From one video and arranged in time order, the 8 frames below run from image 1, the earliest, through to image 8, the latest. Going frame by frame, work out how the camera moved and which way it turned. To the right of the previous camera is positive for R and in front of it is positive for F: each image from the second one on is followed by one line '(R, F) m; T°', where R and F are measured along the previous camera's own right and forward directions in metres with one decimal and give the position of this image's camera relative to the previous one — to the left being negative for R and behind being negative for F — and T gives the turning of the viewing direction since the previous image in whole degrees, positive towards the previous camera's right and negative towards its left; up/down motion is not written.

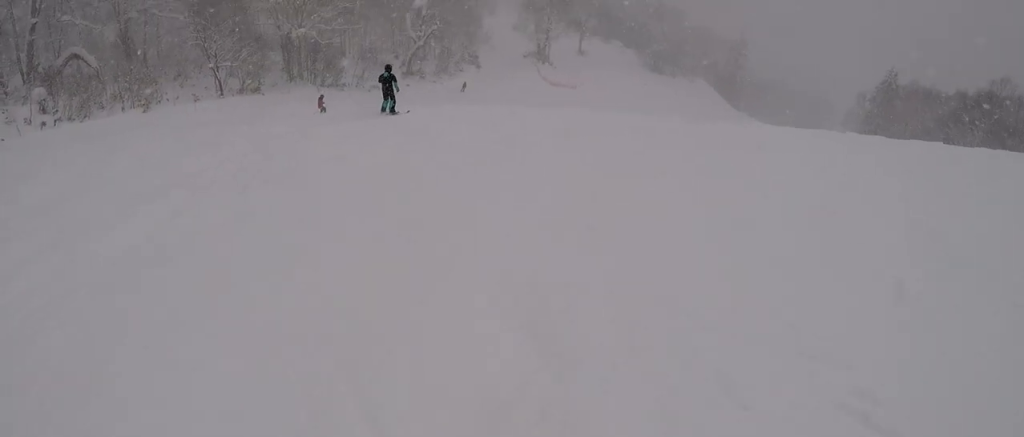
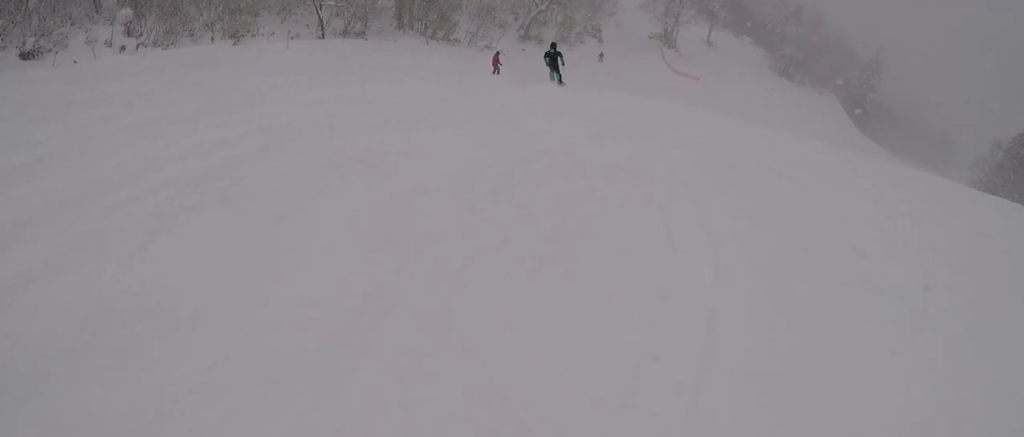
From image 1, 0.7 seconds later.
(+0.1, +3.0) m; -12°
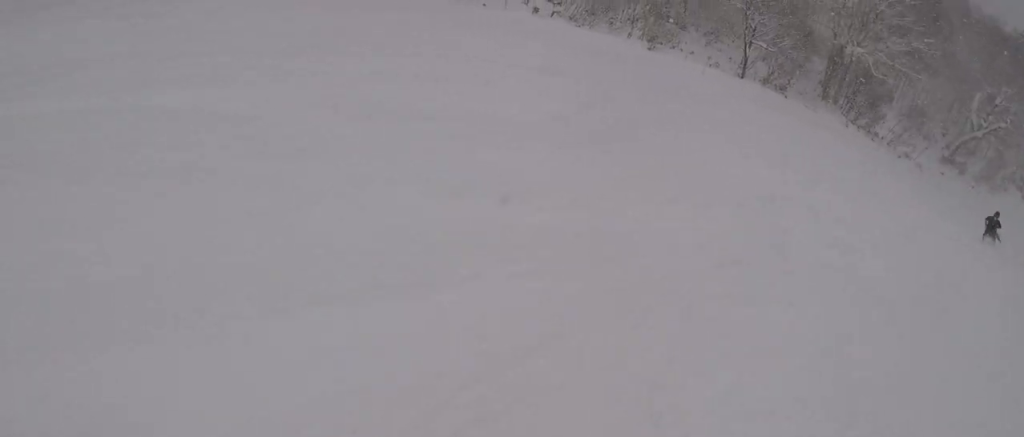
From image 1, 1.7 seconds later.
(-1.1, +4.0) m; -13°
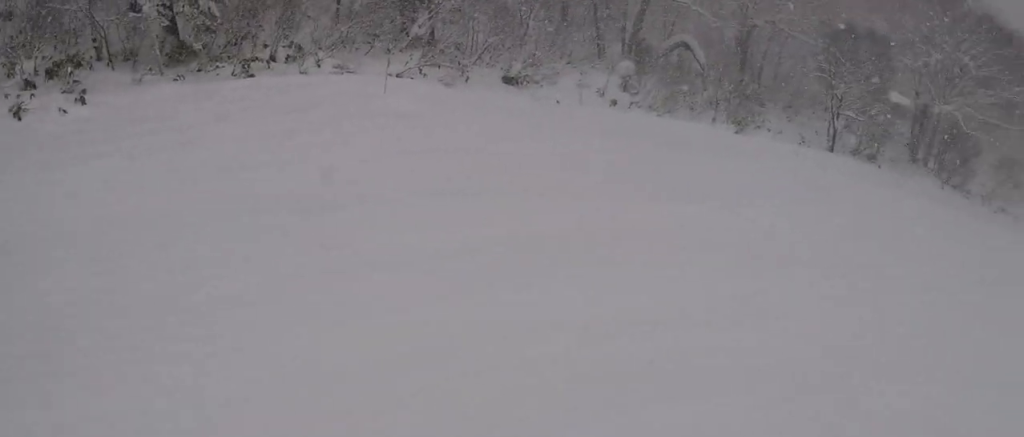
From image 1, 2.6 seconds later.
(-0.3, +3.8) m; +31°
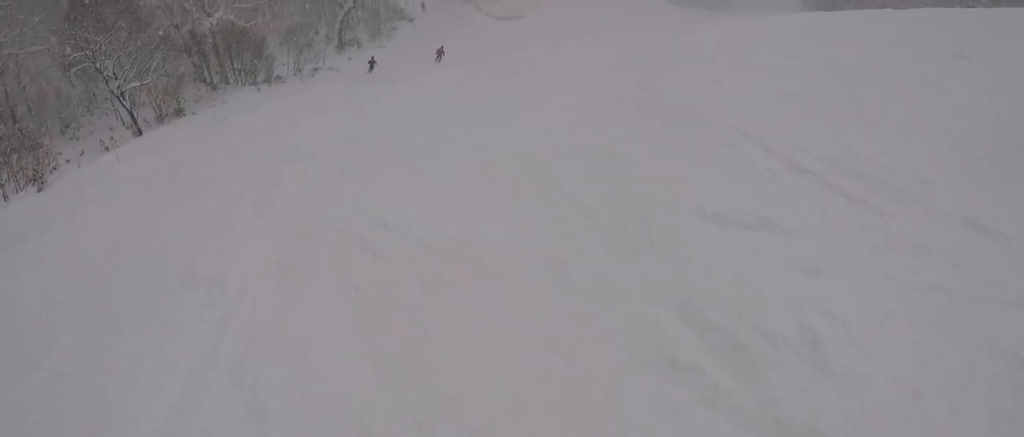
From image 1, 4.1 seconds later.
(+4.2, +3.9) m; +53°
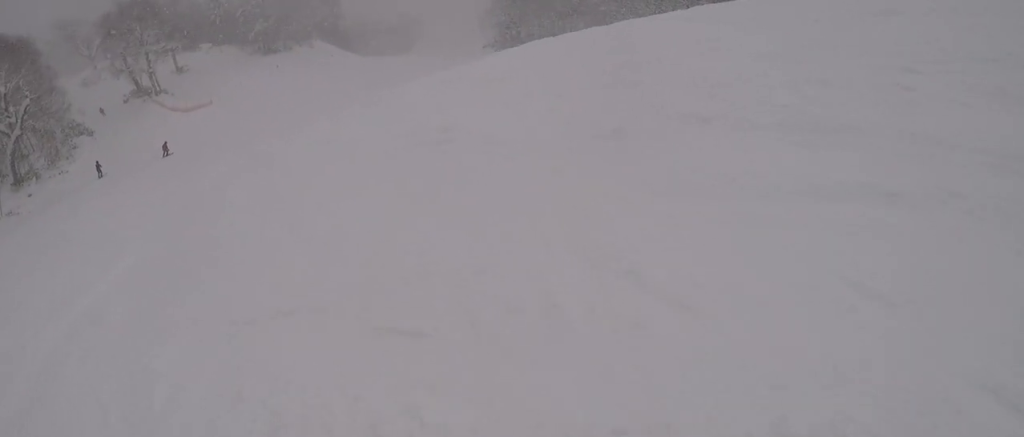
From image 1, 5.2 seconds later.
(+0.2, +4.8) m; -2°
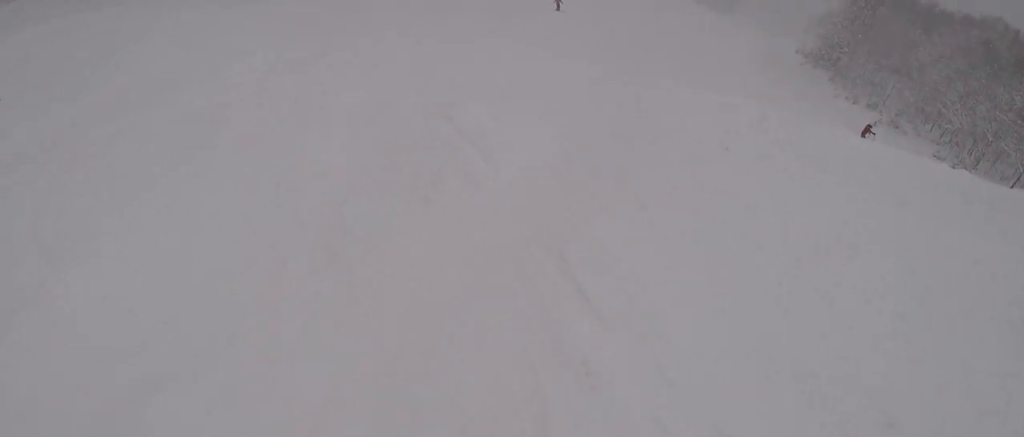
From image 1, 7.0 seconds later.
(-2.6, +6.6) m; -46°
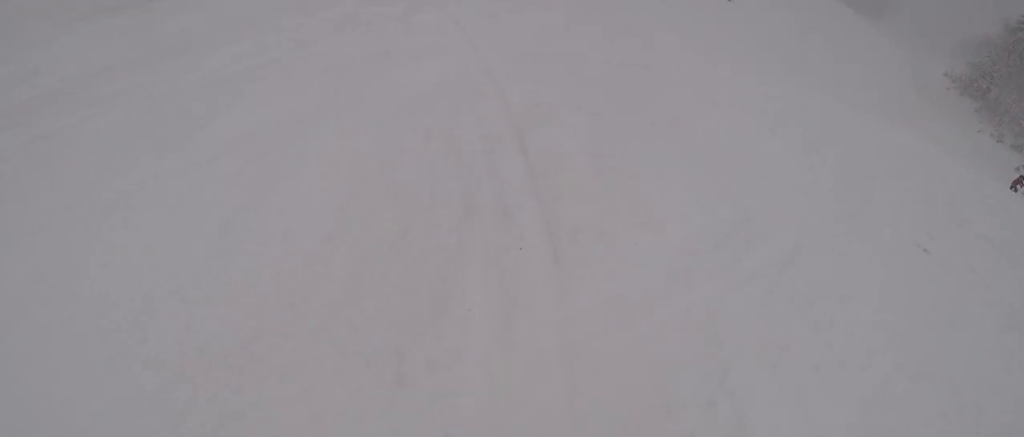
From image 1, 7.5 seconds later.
(-0.7, +2.0) m; -2°
